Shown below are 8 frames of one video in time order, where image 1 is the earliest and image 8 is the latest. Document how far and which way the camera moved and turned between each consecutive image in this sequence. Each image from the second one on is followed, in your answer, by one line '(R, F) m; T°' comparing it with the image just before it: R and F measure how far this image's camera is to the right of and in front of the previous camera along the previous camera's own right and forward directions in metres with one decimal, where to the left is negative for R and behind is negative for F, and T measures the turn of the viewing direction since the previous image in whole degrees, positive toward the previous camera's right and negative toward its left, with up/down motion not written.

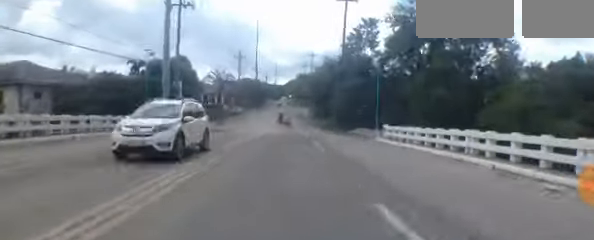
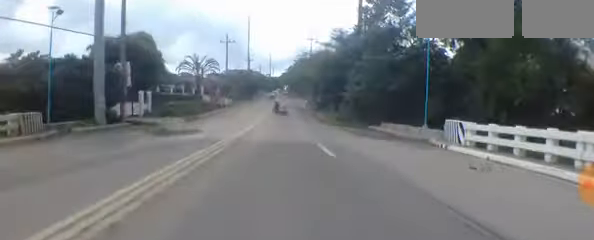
(0.0, +11.5) m; 0°
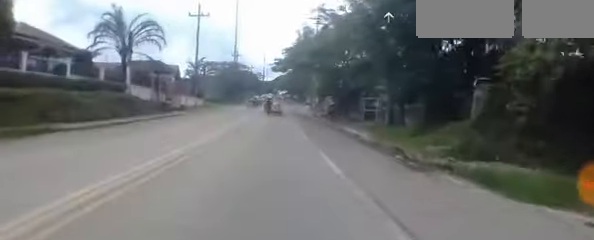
(0.0, +20.2) m; 0°
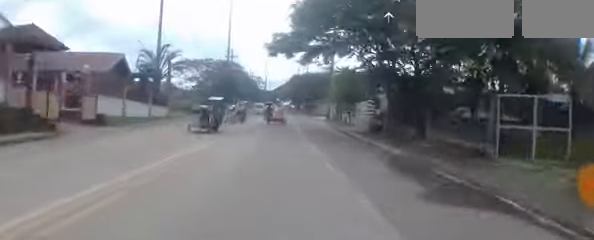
(+0.1, +15.7) m; +1°
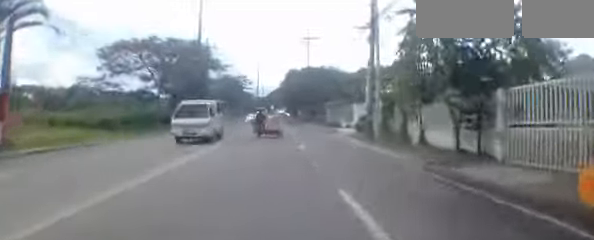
(0.0, +18.3) m; 0°
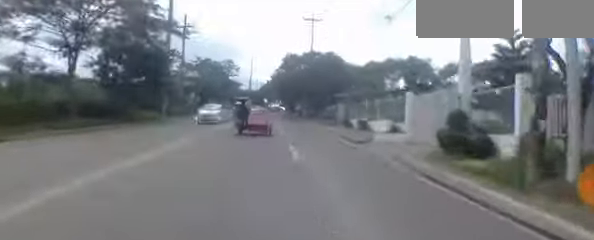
(-0.1, +12.3) m; 0°
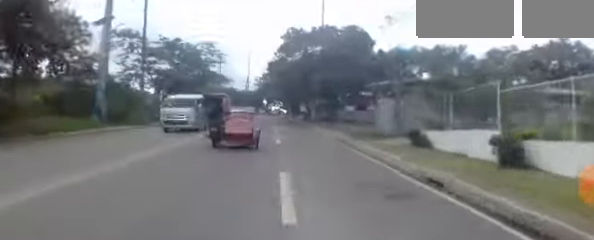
(+0.1, +13.2) m; +2°
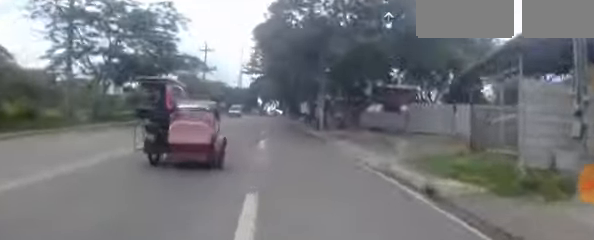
(+0.3, +10.8) m; +1°
